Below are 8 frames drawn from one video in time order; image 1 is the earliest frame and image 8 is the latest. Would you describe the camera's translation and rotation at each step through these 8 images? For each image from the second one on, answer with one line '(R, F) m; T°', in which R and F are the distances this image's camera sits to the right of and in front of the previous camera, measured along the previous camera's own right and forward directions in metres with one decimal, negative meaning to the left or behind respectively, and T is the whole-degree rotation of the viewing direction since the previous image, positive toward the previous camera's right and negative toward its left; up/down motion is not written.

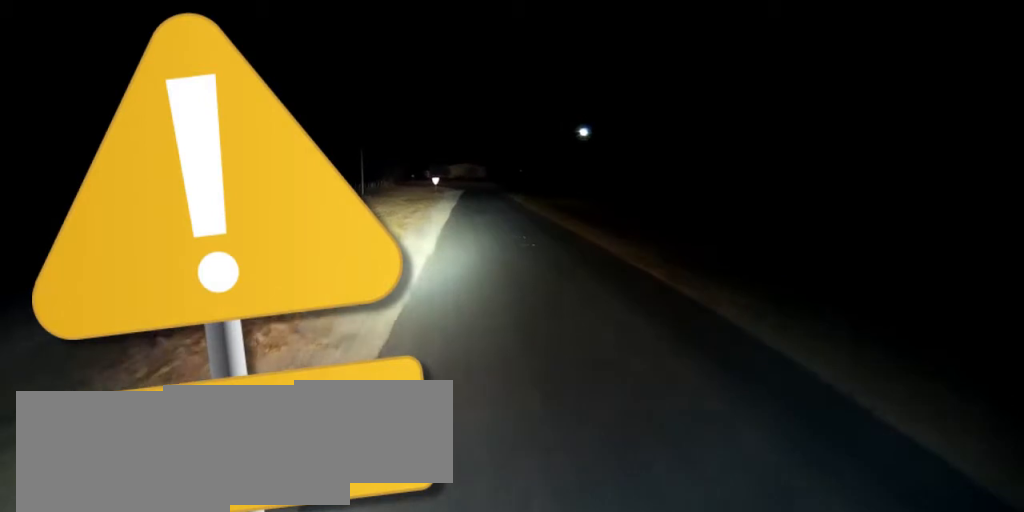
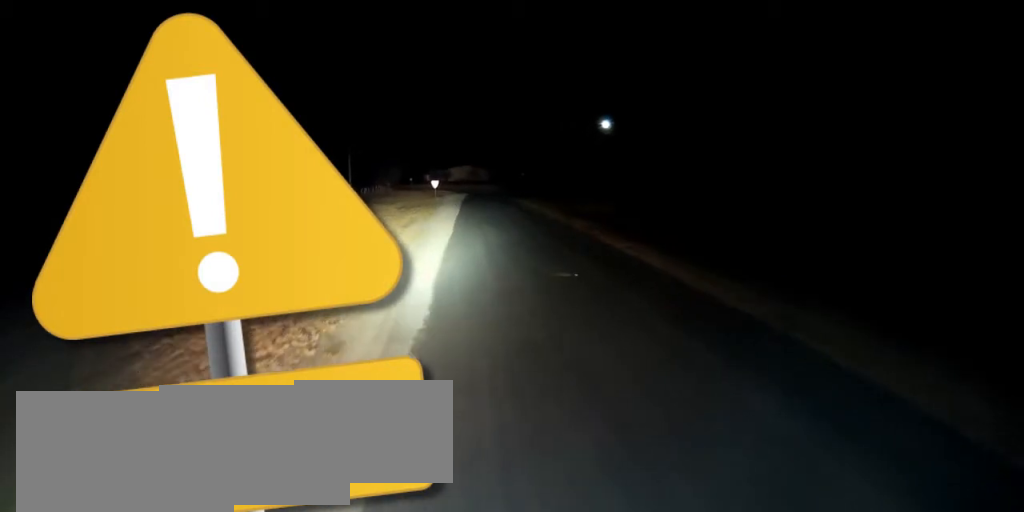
(0.0, +12.7) m; -1°
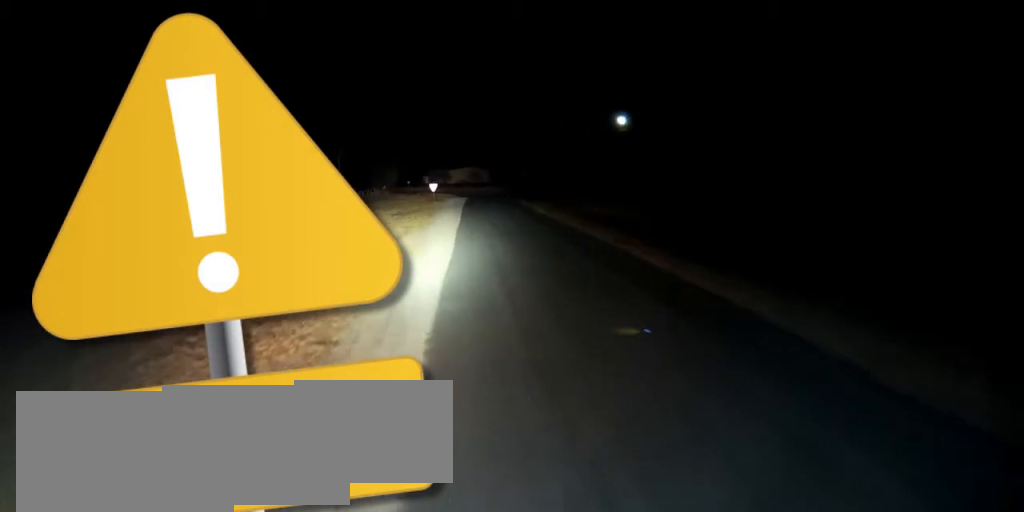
(-0.1, +7.6) m; -1°
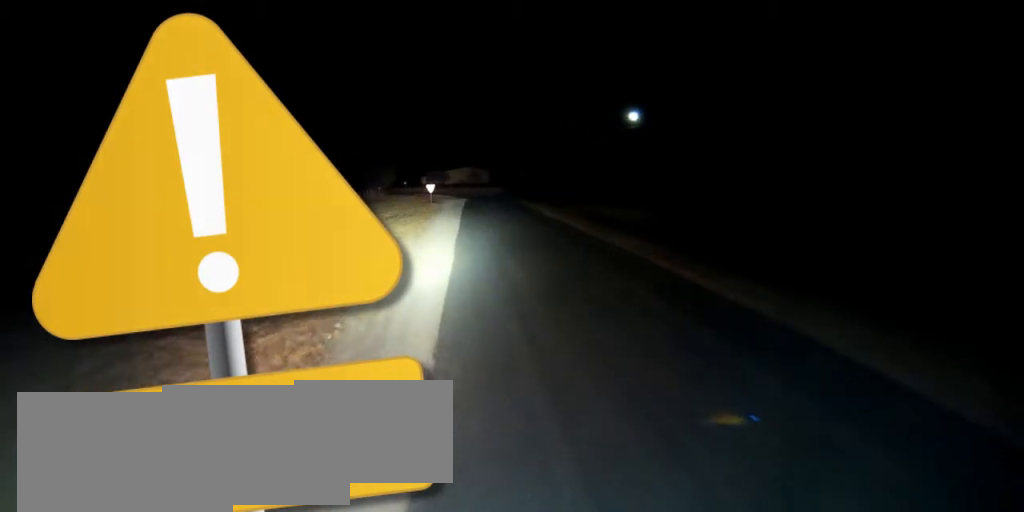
(0.0, +5.1) m; 0°
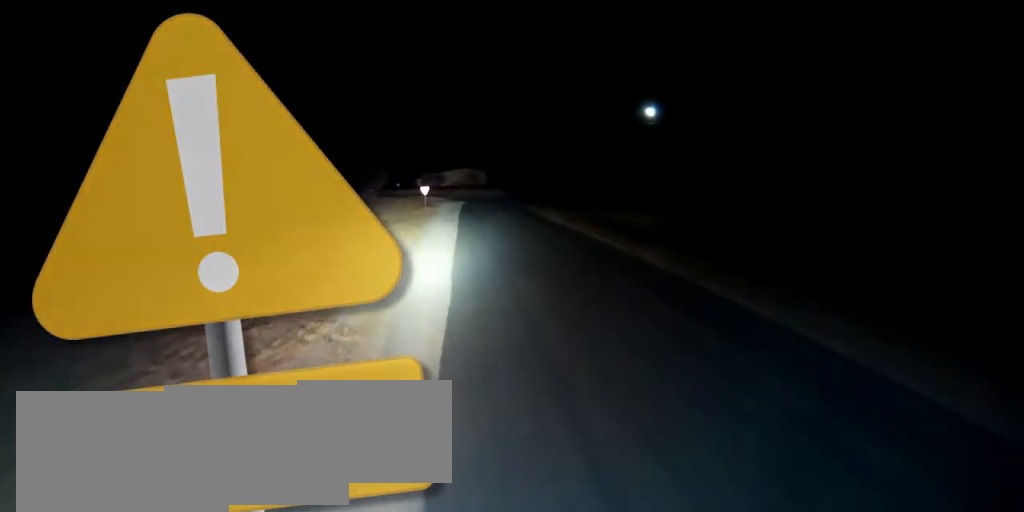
(0.0, +6.6) m; 0°
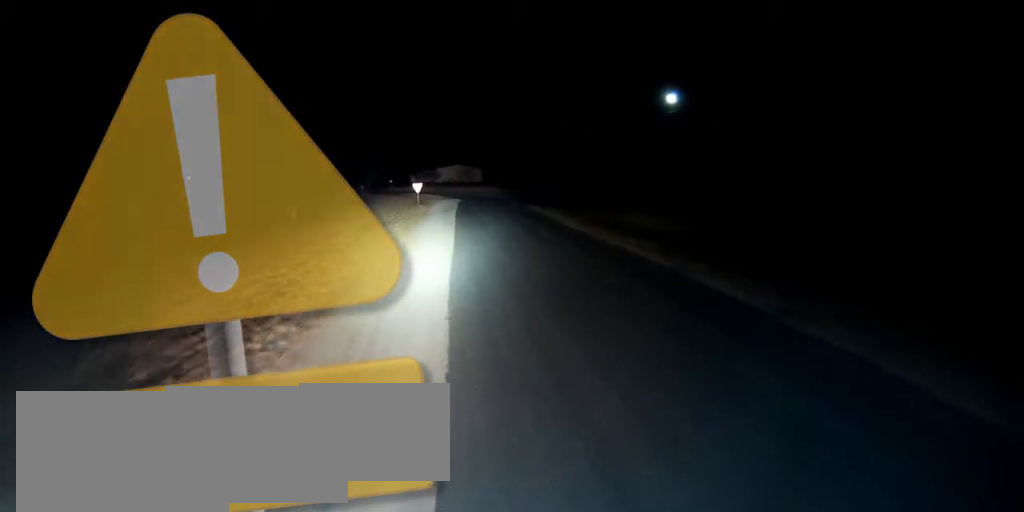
(0.0, +6.8) m; 0°
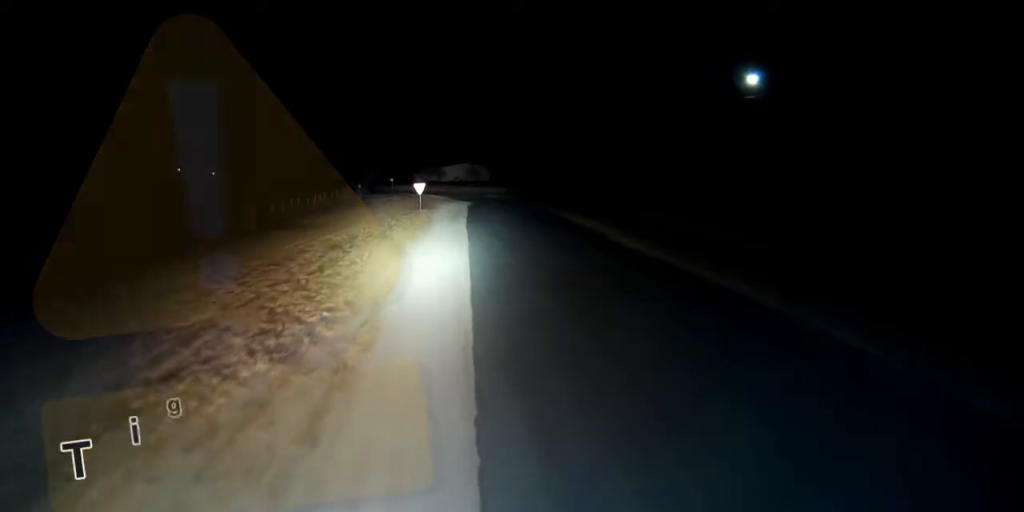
(-0.1, +12.5) m; +1°
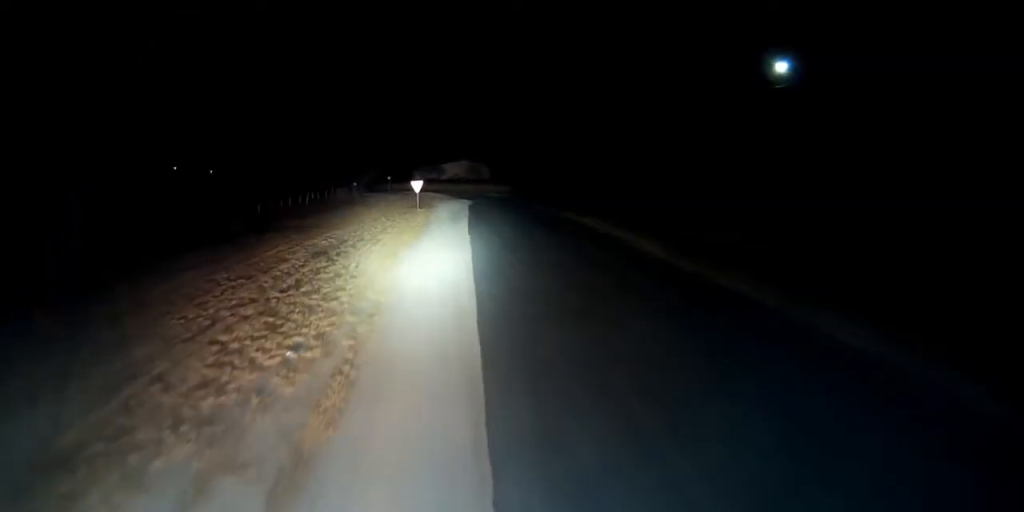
(0.0, +3.7) m; 0°
